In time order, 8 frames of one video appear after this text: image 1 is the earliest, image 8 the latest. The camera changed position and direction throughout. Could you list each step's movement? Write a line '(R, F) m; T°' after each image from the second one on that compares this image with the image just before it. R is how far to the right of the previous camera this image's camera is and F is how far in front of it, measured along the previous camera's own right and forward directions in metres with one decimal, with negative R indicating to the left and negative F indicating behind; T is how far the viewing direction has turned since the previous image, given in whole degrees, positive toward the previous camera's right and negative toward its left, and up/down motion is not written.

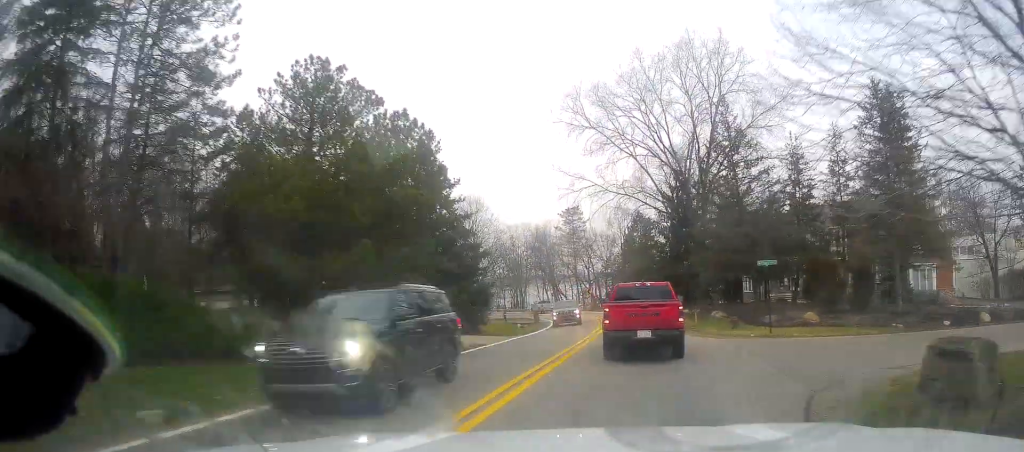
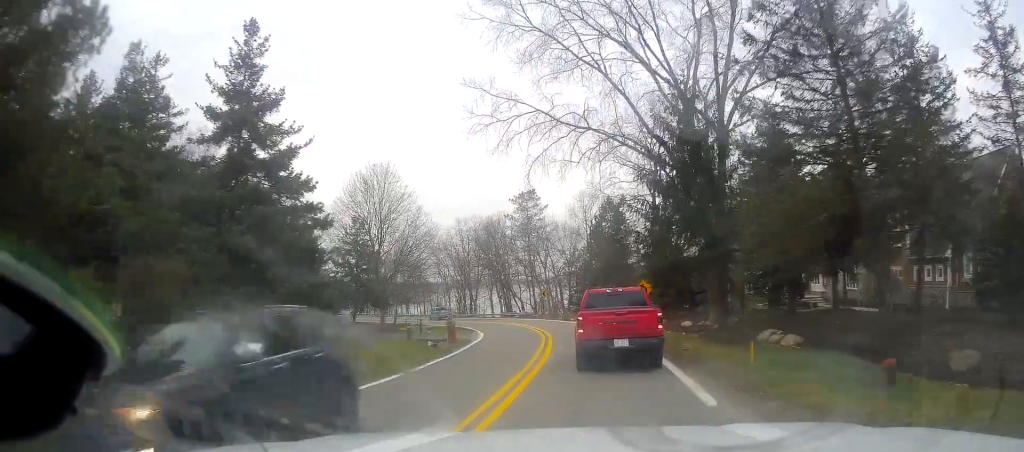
(+1.9, +17.1) m; +5°
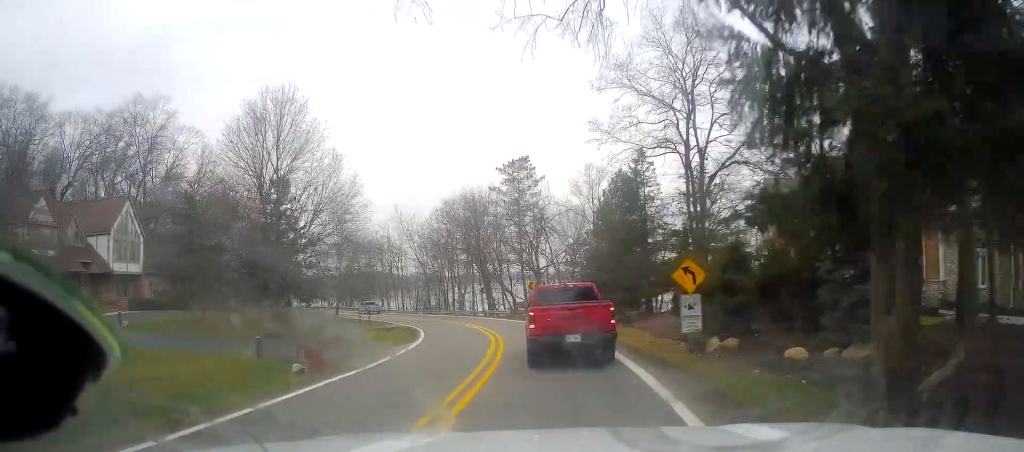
(-0.8, +16.2) m; -4°
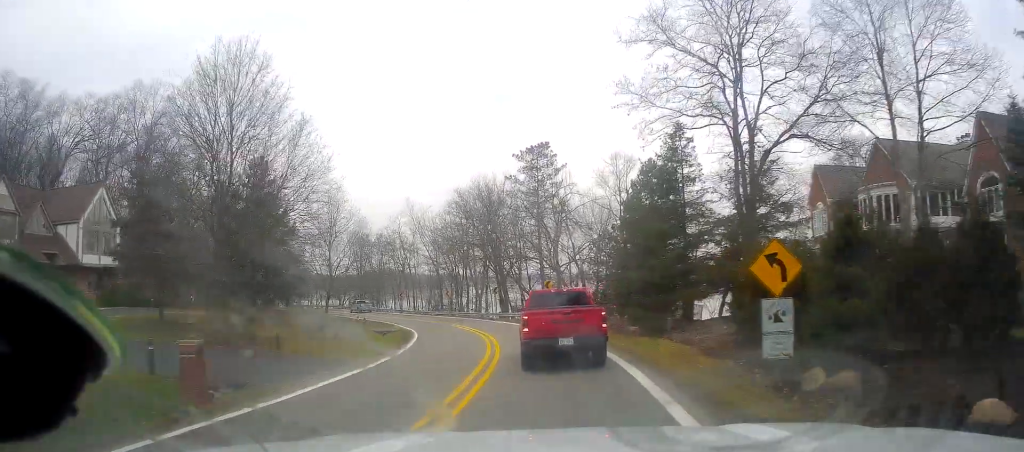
(-0.1, +6.6) m; -1°
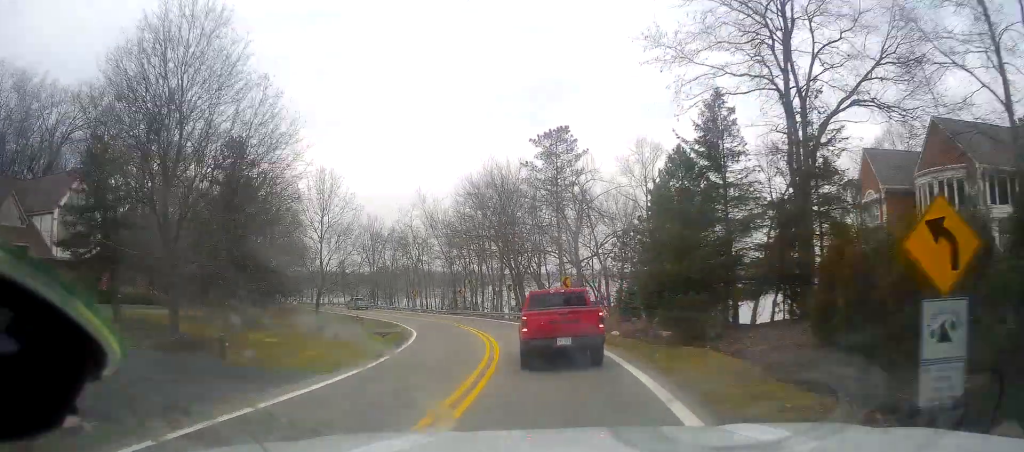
(+0.1, +5.1) m; -1°
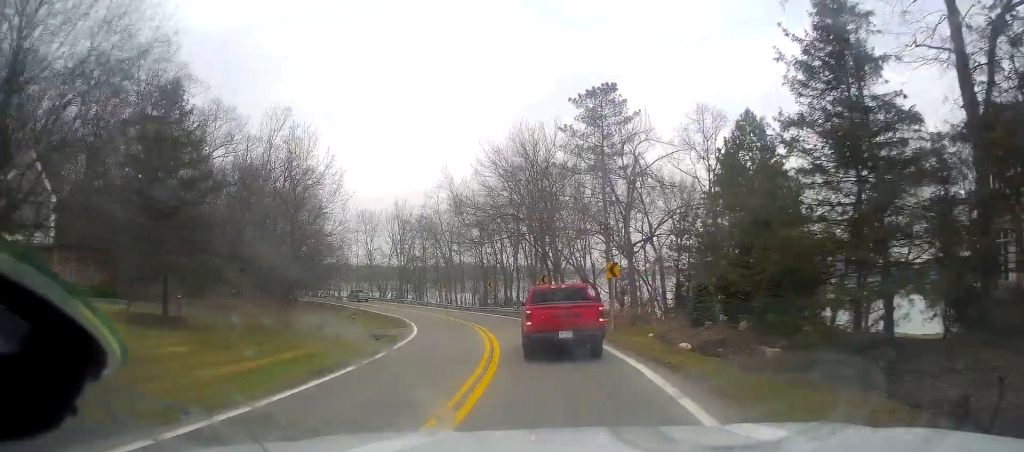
(-0.4, +9.8) m; -6°
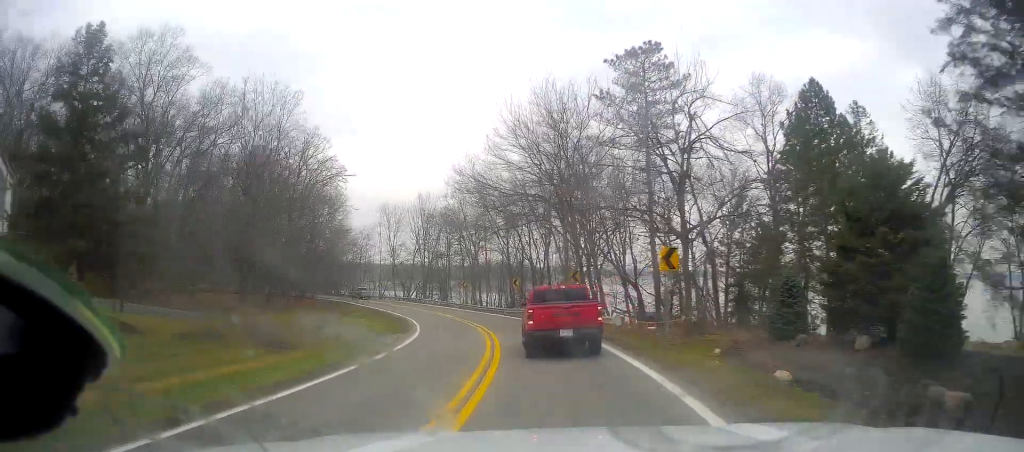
(-0.4, +7.3) m; -4°
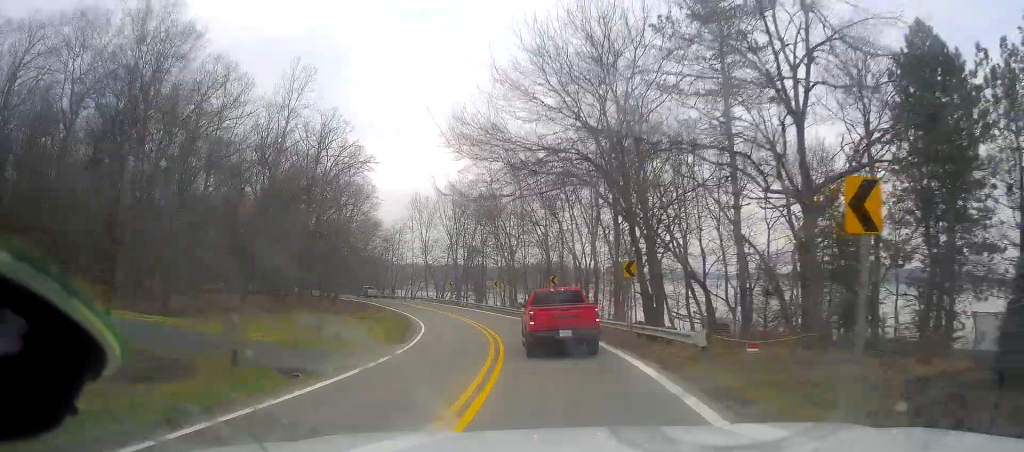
(-0.5, +9.6) m; -5°
